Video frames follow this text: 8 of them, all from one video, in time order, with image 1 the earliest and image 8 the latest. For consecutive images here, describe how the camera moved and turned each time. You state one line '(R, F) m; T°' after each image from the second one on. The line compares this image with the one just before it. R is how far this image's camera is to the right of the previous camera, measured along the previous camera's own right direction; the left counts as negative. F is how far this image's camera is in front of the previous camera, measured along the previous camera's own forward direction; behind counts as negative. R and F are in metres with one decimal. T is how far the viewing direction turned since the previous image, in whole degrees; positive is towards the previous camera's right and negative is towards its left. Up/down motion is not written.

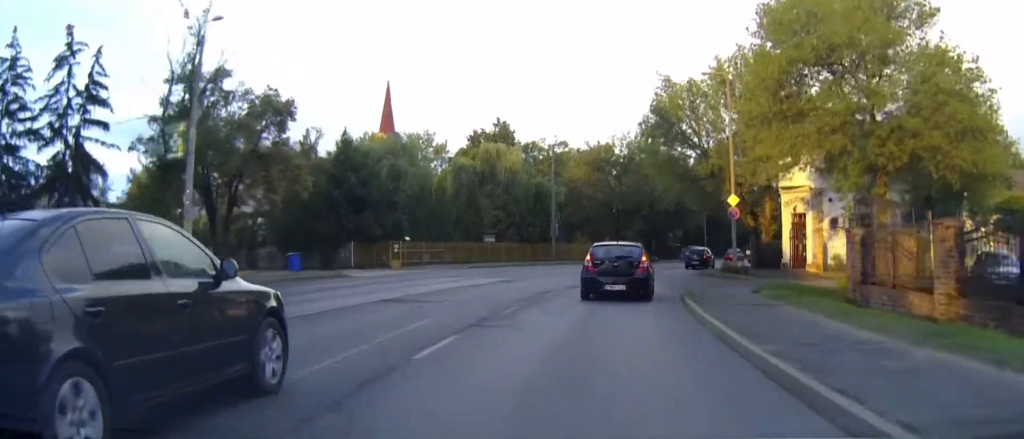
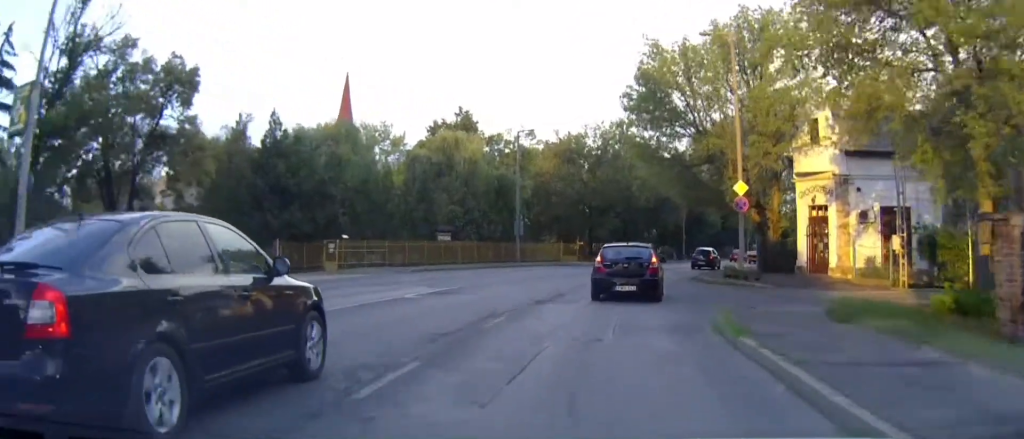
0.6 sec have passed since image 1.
(+0.2, +7.8) m; +2°
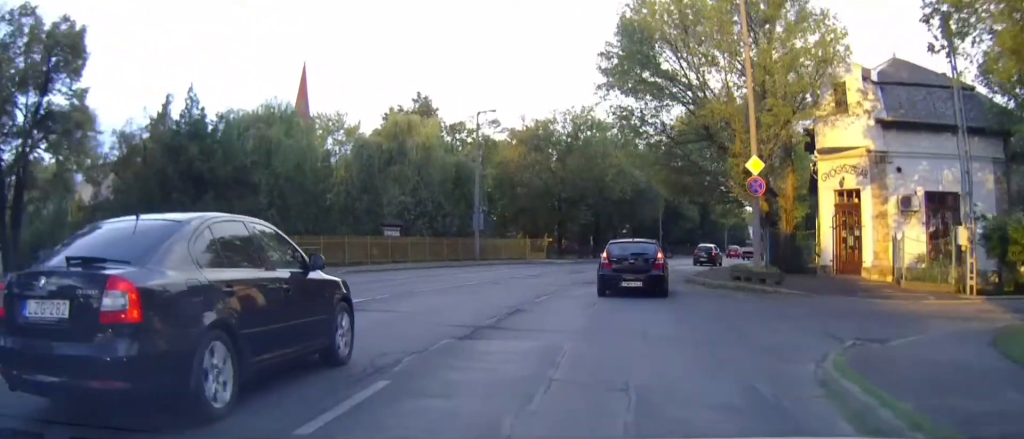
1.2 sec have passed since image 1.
(+0.1, +7.4) m; +2°
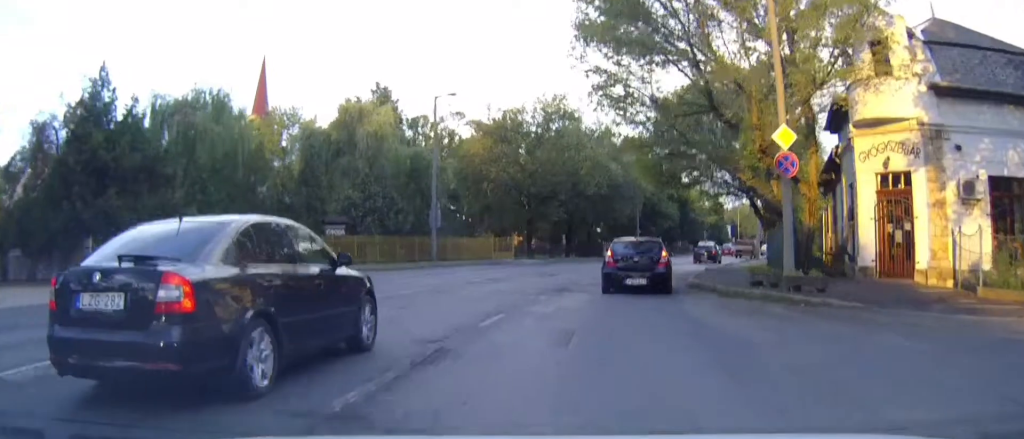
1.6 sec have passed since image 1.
(+0.1, +5.9) m; +2°
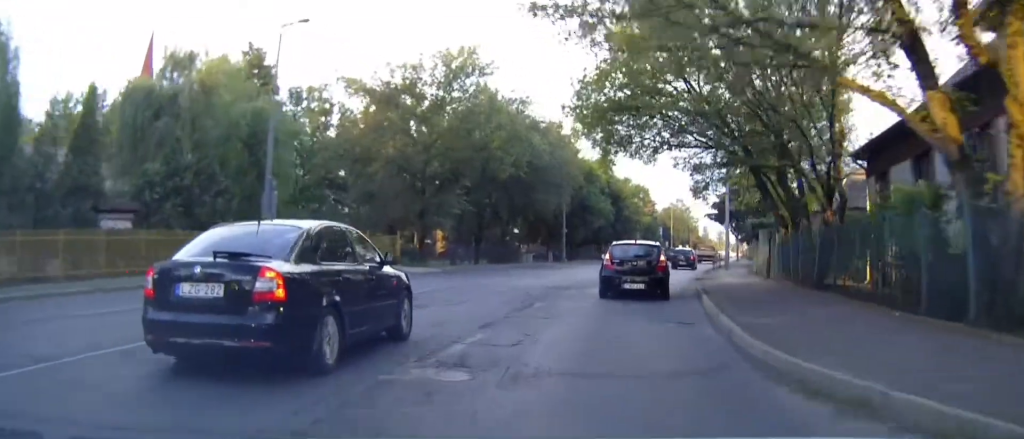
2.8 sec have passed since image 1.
(+0.7, +15.2) m; +6°
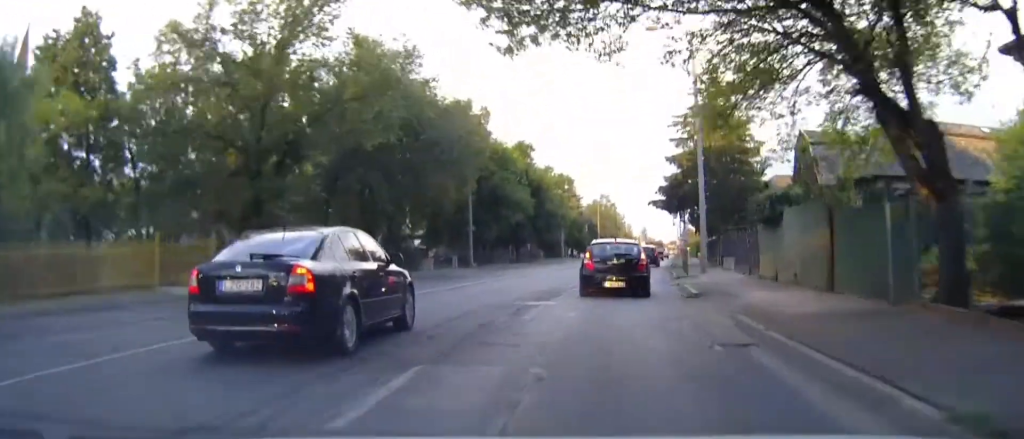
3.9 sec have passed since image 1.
(+0.7, +15.0) m; +6°
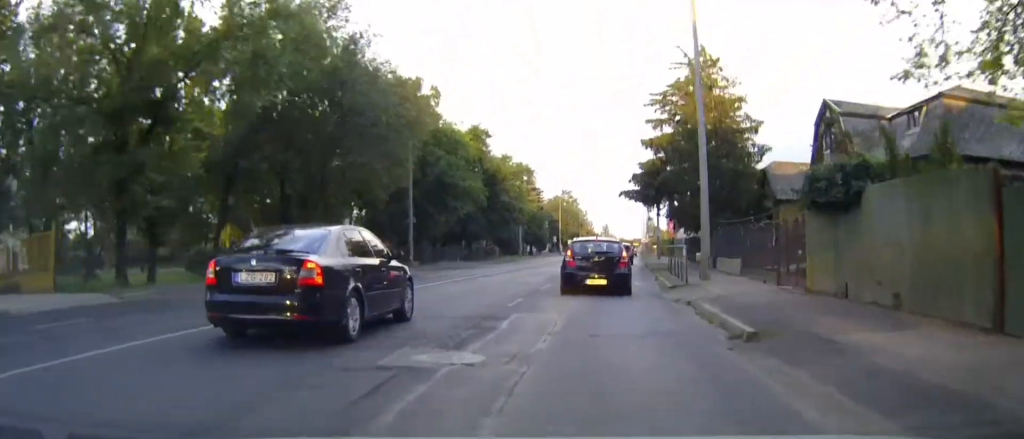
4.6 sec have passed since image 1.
(+0.4, +8.2) m; +3°
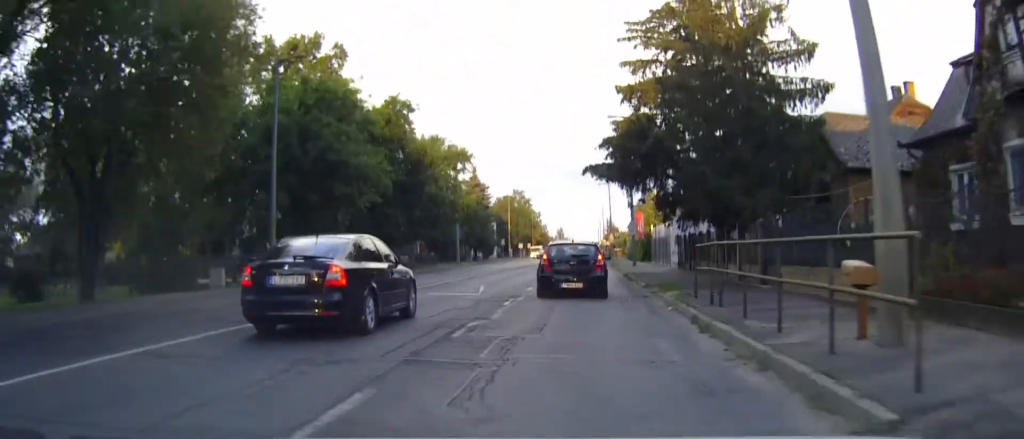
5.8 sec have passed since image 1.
(+0.8, +15.7) m; +4°
